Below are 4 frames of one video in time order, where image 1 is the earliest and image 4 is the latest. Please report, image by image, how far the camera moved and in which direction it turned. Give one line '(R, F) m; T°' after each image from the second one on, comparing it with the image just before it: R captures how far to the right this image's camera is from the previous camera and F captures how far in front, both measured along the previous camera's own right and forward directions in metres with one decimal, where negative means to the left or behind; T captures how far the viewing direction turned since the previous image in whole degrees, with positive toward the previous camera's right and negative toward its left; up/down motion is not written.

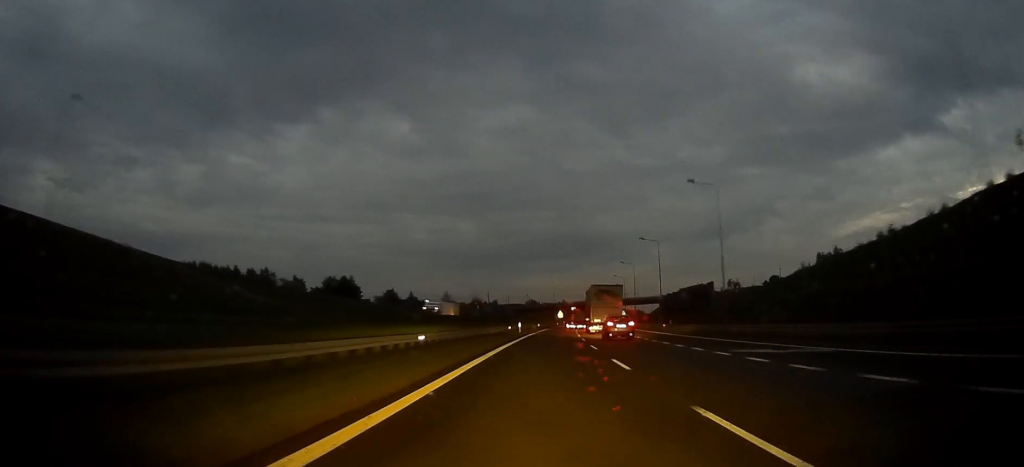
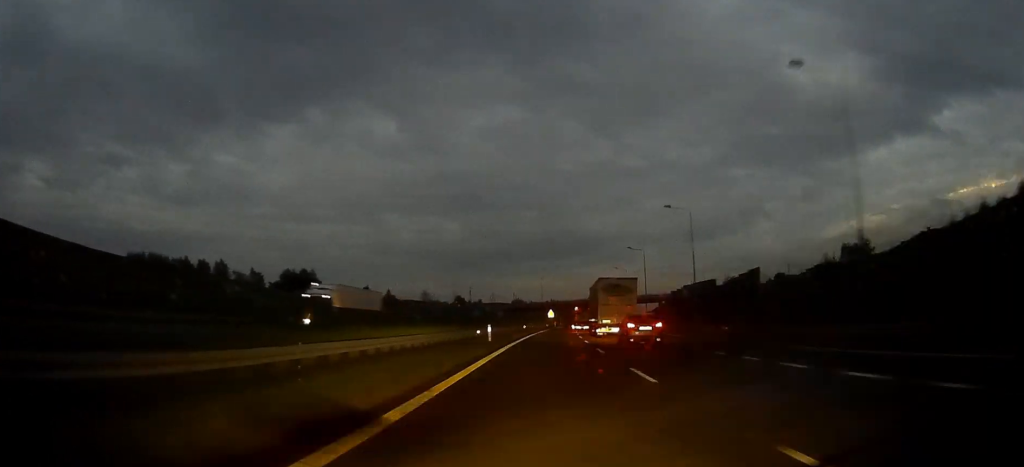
(-0.1, +34.2) m; 0°
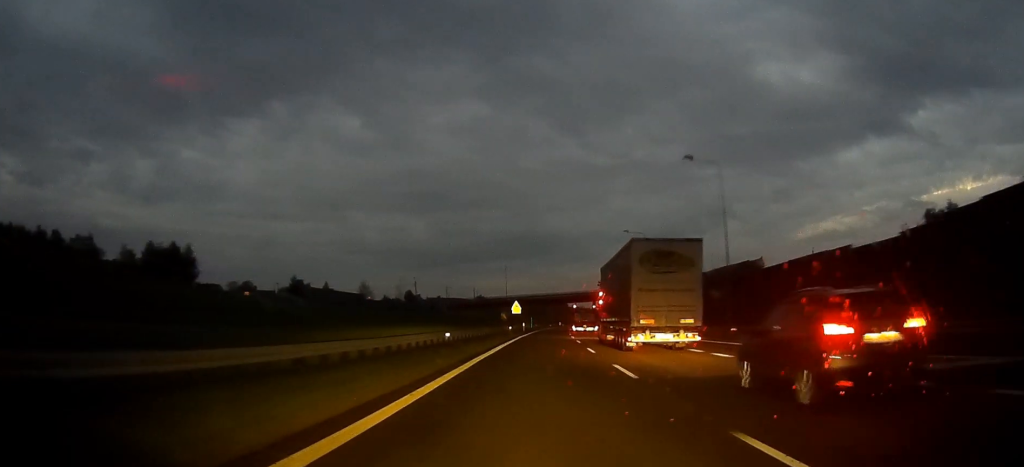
(-0.1, +78.8) m; 0°
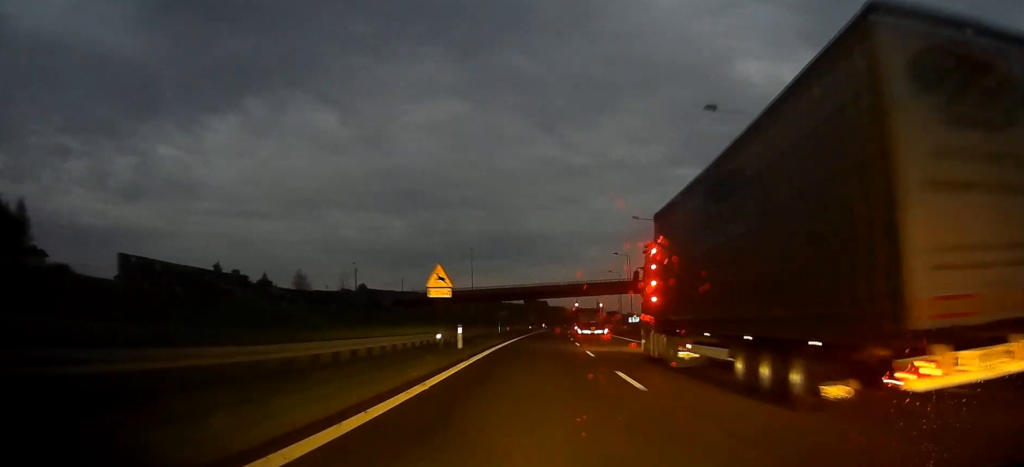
(0.0, +68.9) m; 0°
